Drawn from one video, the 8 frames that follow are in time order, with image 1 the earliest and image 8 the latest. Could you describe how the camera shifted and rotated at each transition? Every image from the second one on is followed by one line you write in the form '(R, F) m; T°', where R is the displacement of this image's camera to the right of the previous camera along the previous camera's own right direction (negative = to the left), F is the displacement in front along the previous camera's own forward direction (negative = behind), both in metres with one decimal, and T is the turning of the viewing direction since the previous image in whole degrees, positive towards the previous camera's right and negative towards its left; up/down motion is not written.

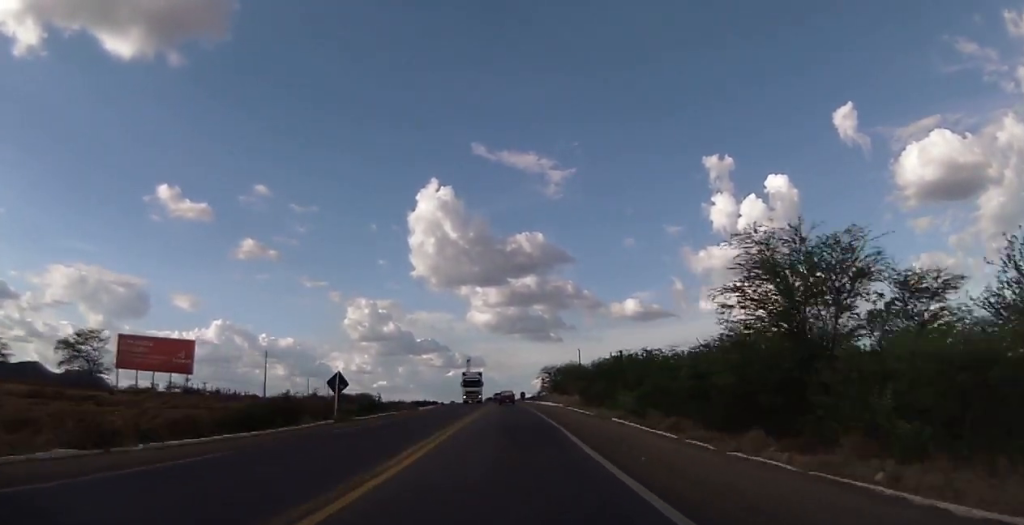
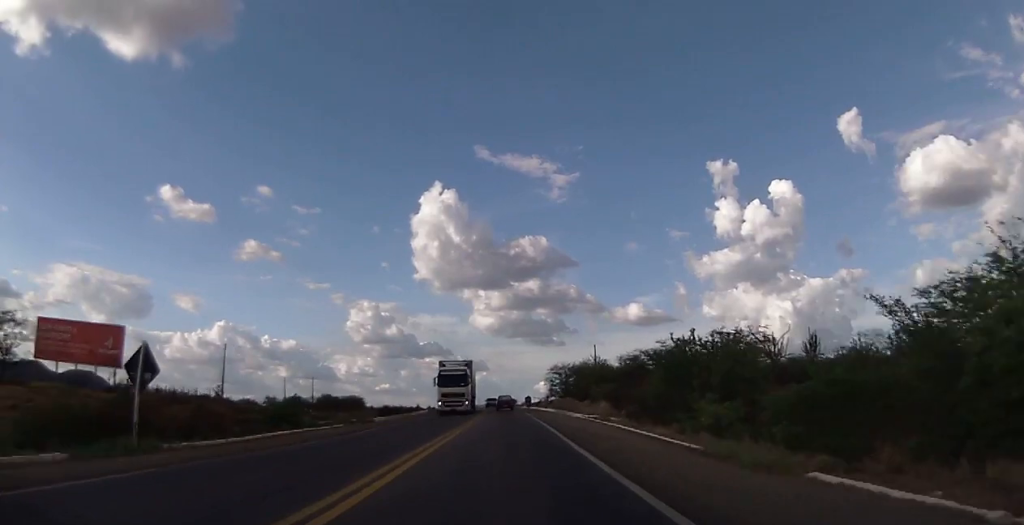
(0.0, +21.1) m; 0°
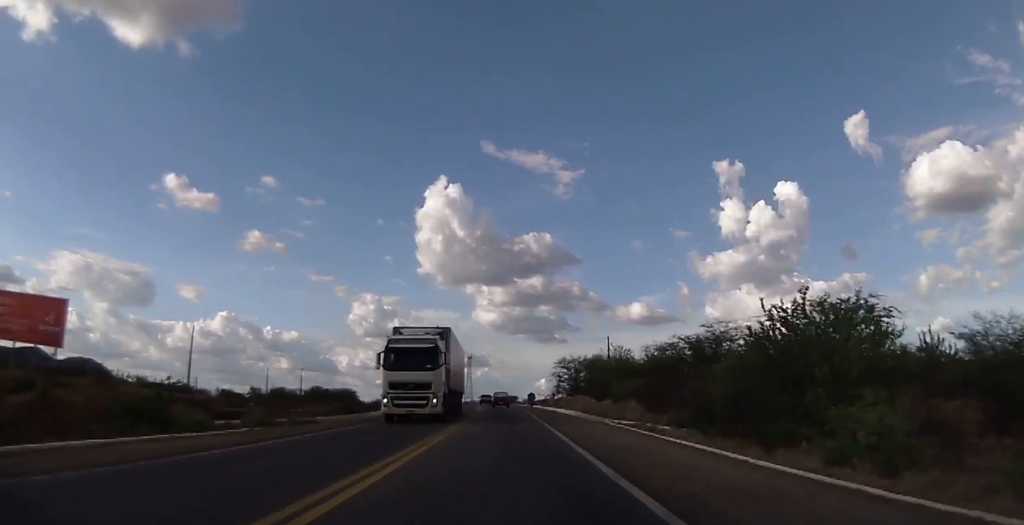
(0.0, +12.8) m; -1°
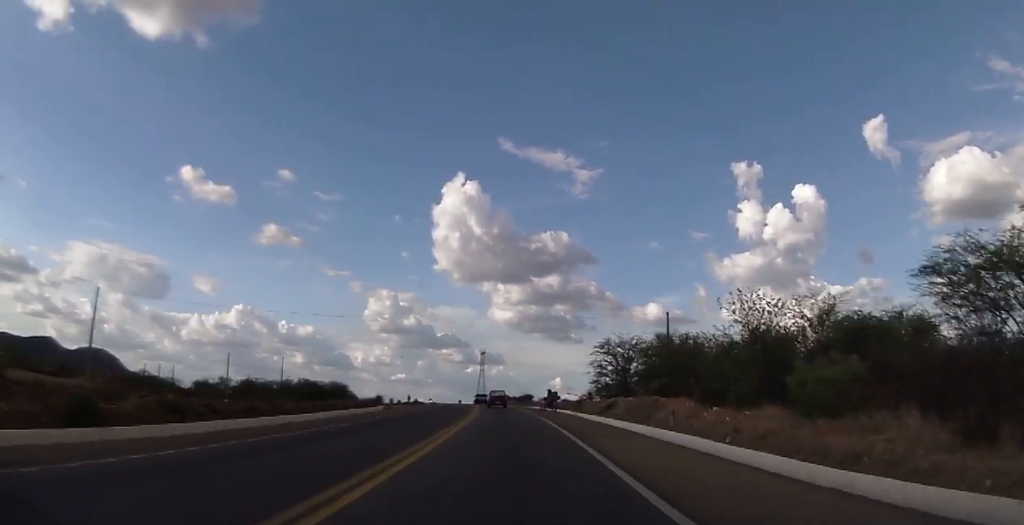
(-0.4, +29.2) m; -1°
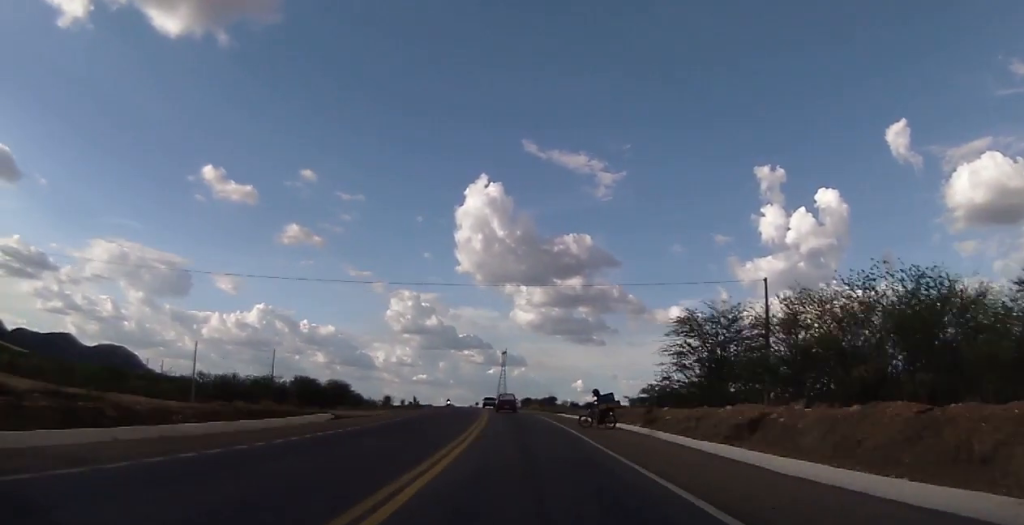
(0.0, +21.8) m; -1°
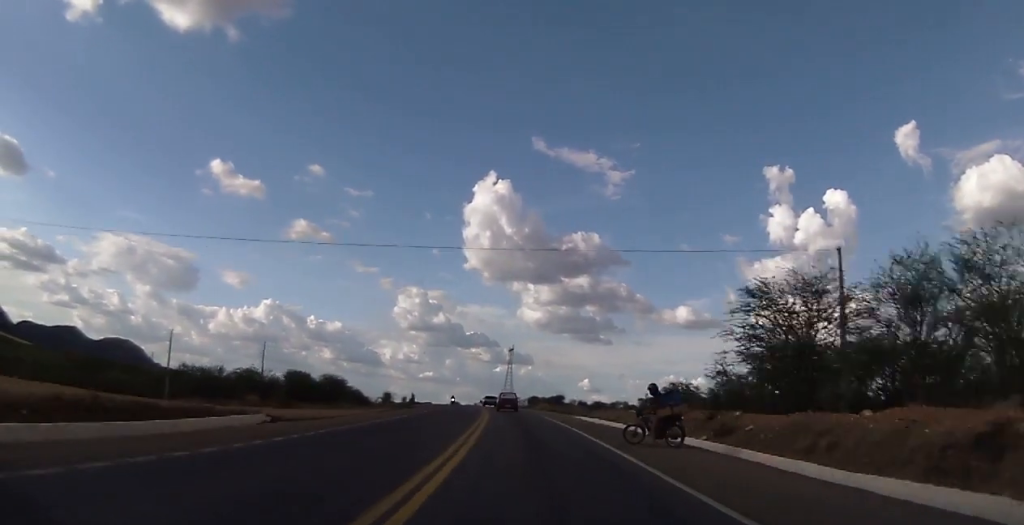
(+0.3, +10.3) m; -1°
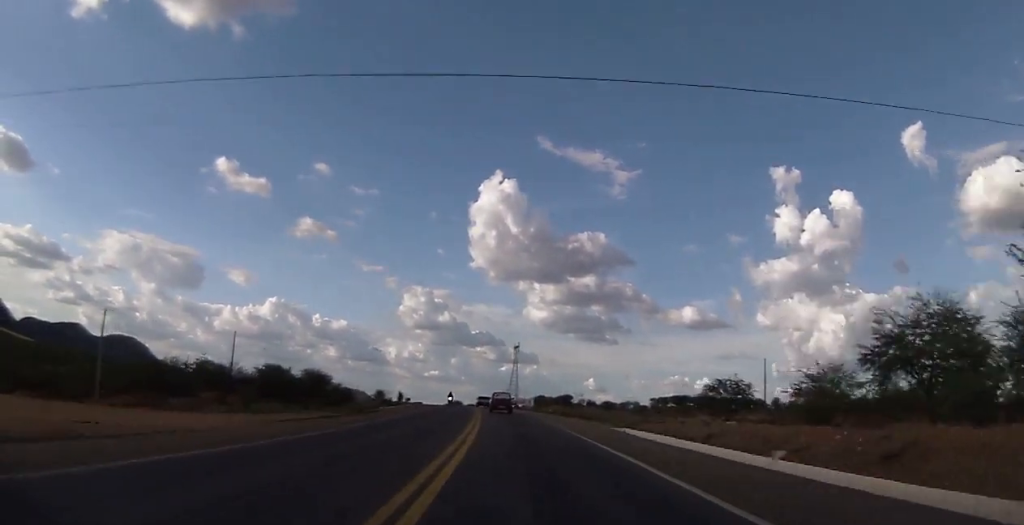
(-0.7, +18.6) m; -1°
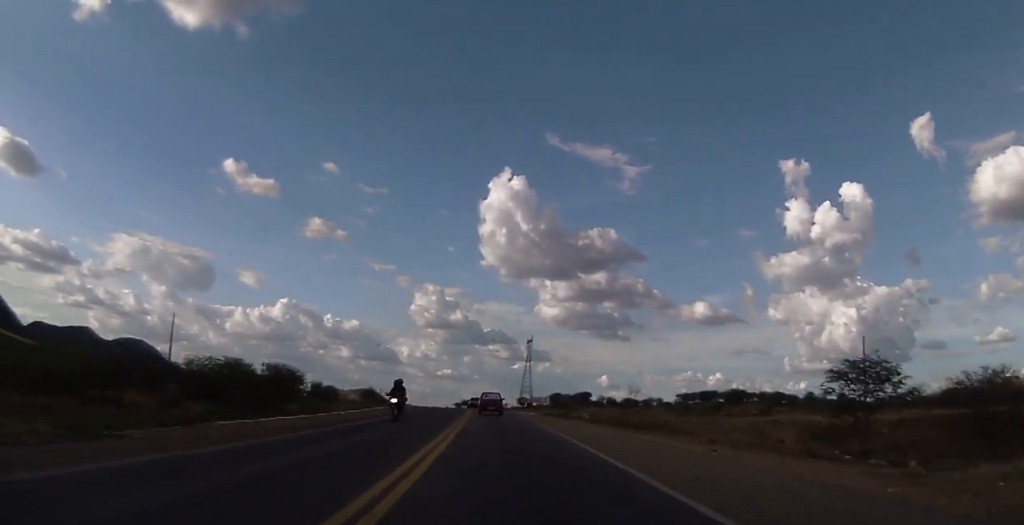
(+0.1, +28.0) m; -1°
